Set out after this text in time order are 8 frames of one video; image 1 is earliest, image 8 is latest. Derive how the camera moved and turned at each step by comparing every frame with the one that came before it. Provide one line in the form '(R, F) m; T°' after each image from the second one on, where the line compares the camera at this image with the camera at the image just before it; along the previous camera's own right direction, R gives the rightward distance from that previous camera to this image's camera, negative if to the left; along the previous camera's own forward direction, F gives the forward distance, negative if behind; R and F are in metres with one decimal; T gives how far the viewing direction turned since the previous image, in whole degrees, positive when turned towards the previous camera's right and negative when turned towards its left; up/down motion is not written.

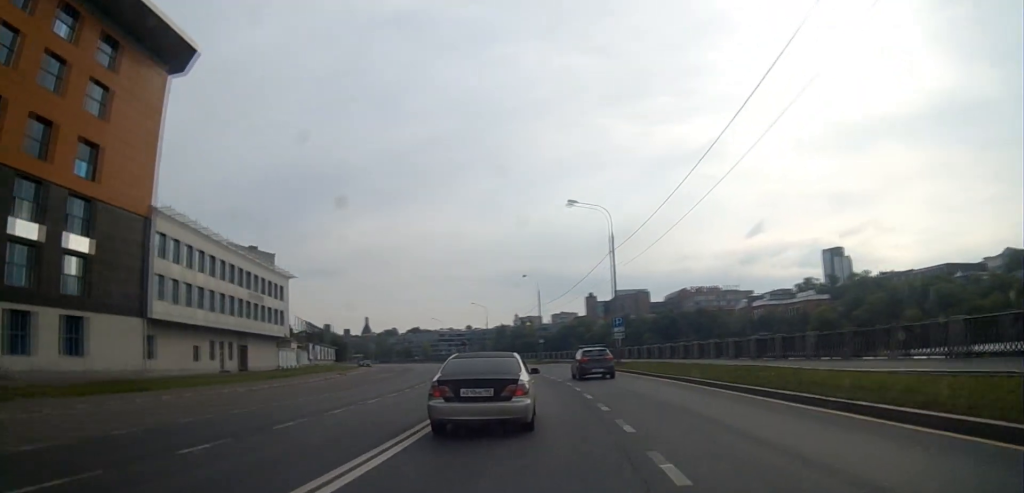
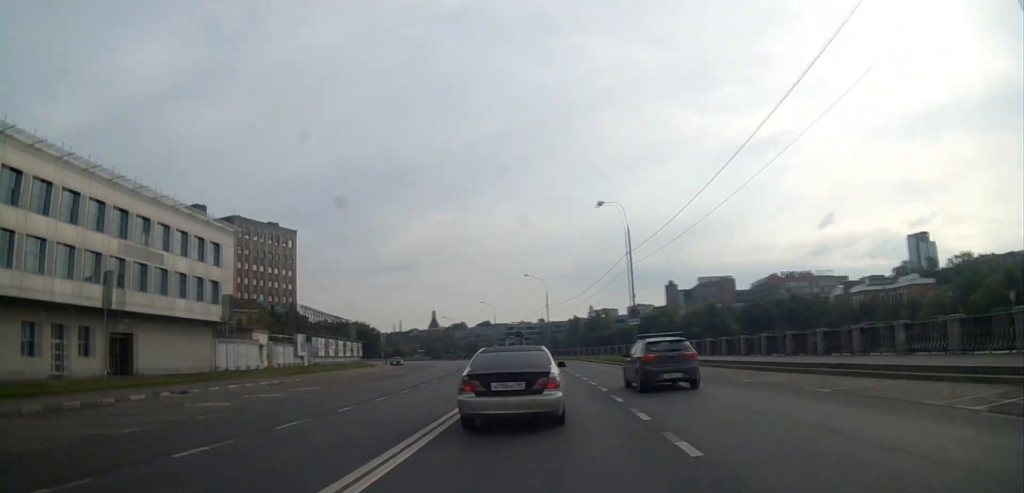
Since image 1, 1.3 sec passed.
(-1.8, +37.5) m; -6°
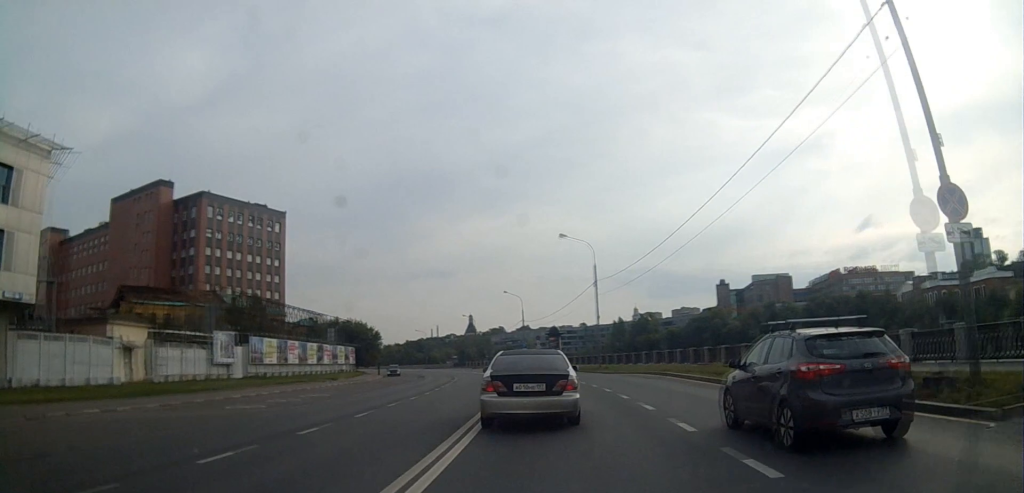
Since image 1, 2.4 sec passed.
(-1.5, +32.7) m; -5°
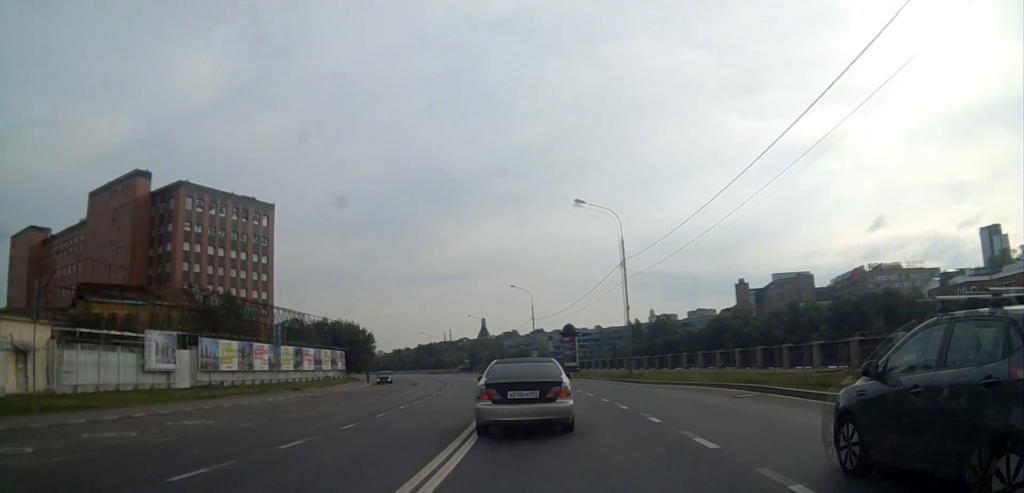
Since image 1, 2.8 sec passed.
(-0.2, +12.9) m; -2°
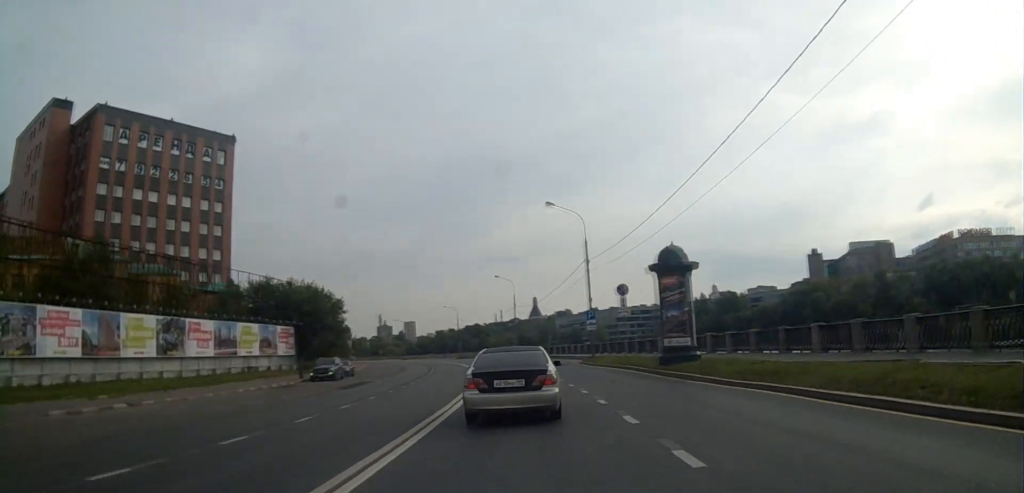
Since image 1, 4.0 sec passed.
(-1.8, +37.0) m; -4°
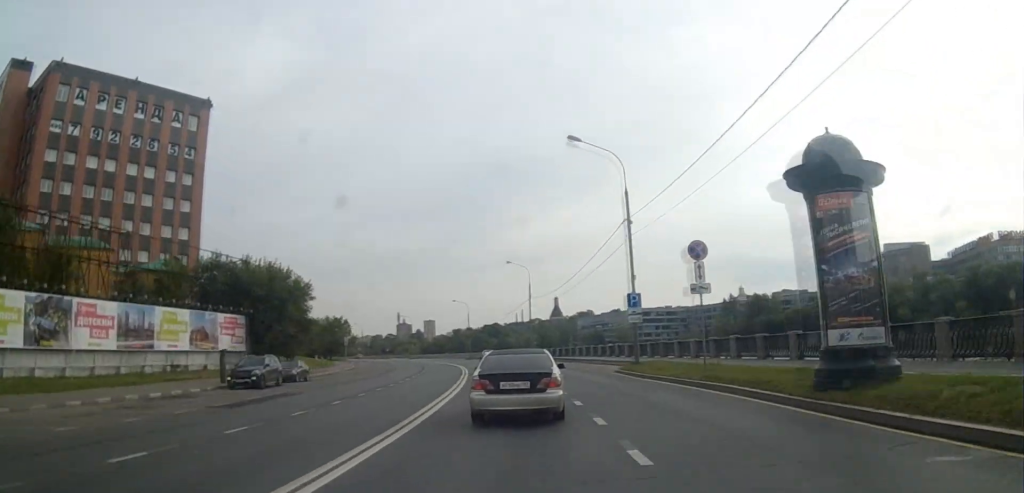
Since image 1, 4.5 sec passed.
(-0.1, +15.3) m; -2°
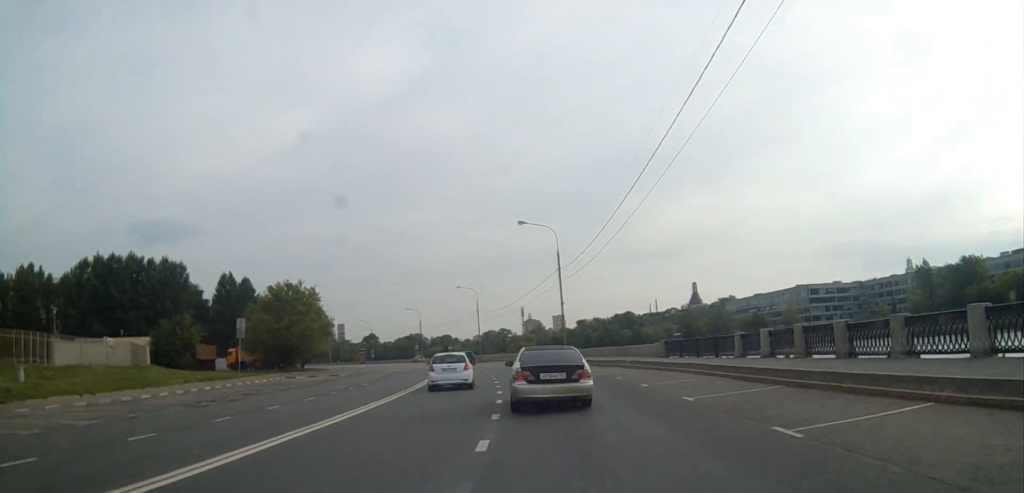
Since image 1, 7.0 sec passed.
(-6.5, +74.7) m; -11°
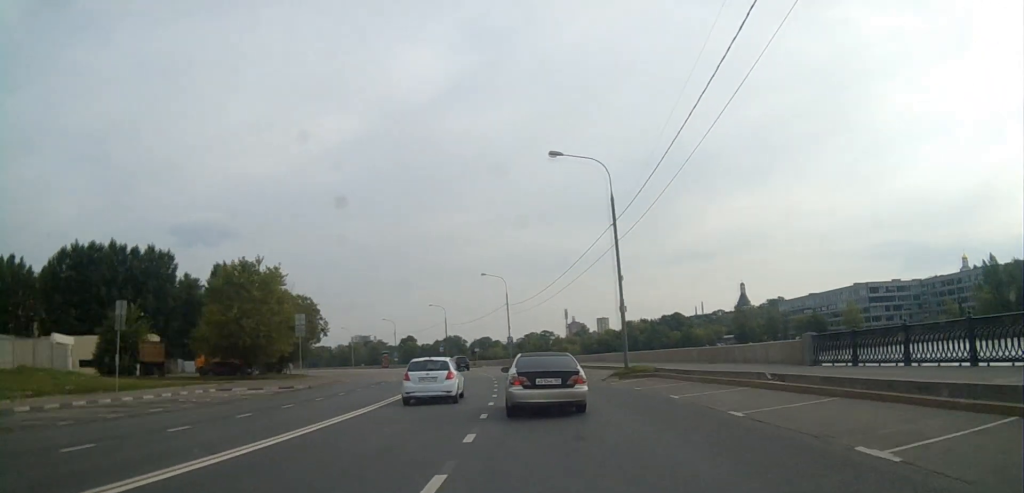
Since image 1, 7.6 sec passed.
(-0.6, +18.7) m; -3°
